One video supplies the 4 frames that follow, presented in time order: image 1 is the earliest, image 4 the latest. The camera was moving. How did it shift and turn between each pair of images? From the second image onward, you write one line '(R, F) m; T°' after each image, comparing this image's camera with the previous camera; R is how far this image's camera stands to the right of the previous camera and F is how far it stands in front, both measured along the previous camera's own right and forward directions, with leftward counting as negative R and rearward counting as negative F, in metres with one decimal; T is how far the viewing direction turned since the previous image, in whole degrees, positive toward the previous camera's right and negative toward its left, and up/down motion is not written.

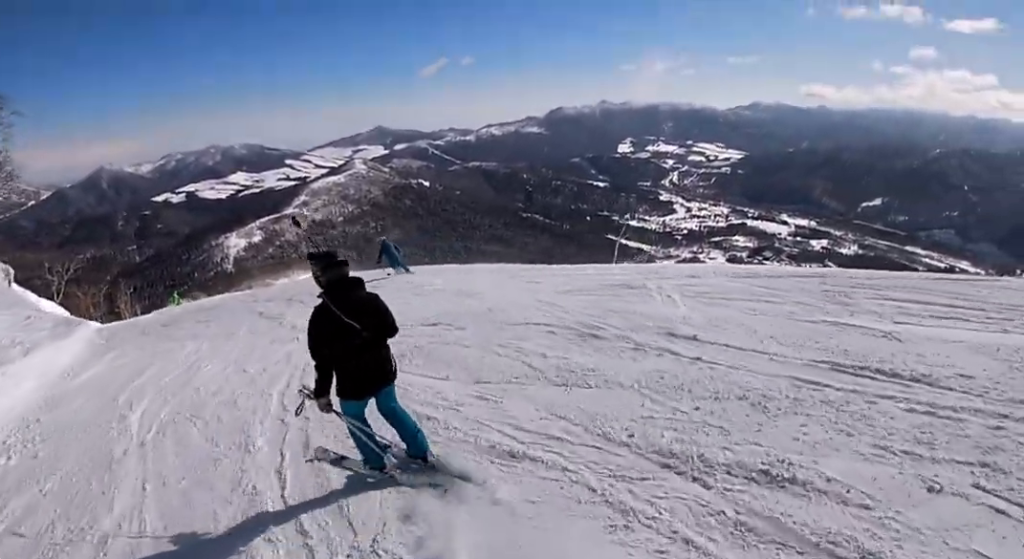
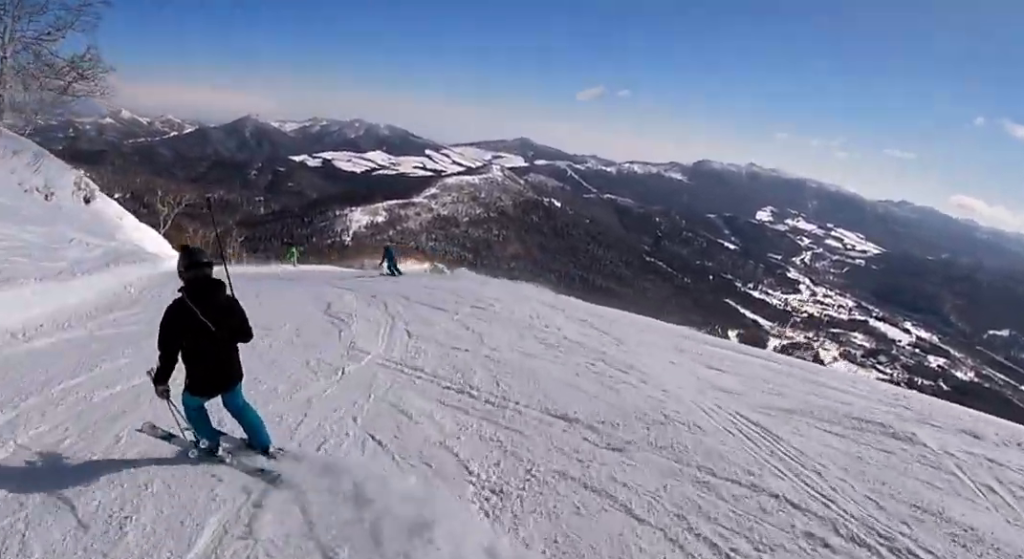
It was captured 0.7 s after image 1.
(+0.1, +4.1) m; -8°
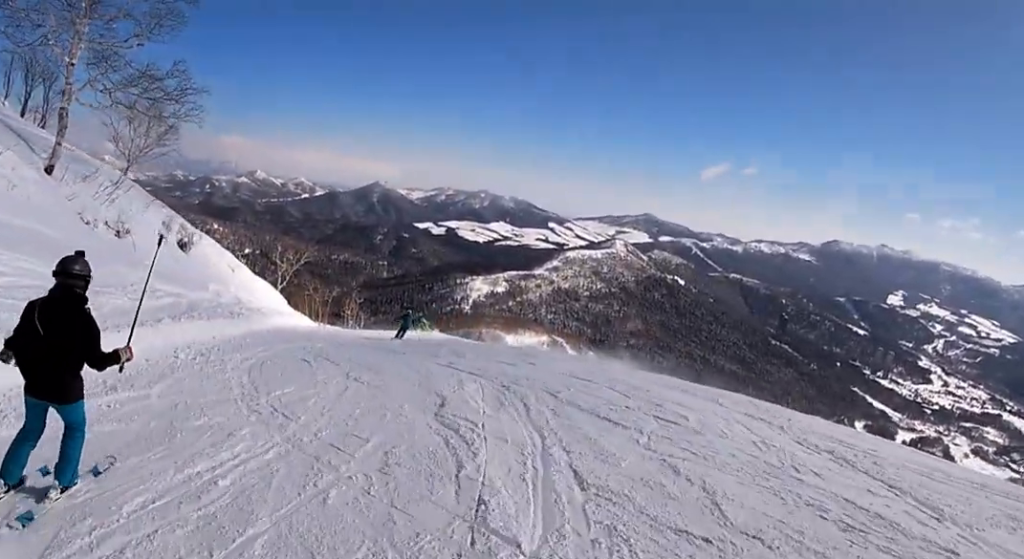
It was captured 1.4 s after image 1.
(-0.6, +4.1) m; -4°
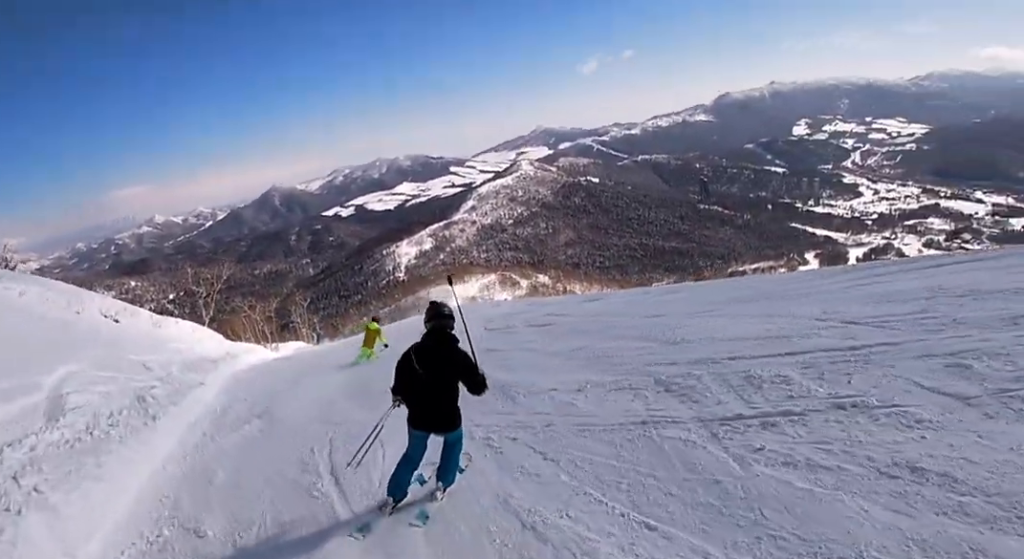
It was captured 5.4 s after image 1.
(+0.5, +21.6) m; +6°
